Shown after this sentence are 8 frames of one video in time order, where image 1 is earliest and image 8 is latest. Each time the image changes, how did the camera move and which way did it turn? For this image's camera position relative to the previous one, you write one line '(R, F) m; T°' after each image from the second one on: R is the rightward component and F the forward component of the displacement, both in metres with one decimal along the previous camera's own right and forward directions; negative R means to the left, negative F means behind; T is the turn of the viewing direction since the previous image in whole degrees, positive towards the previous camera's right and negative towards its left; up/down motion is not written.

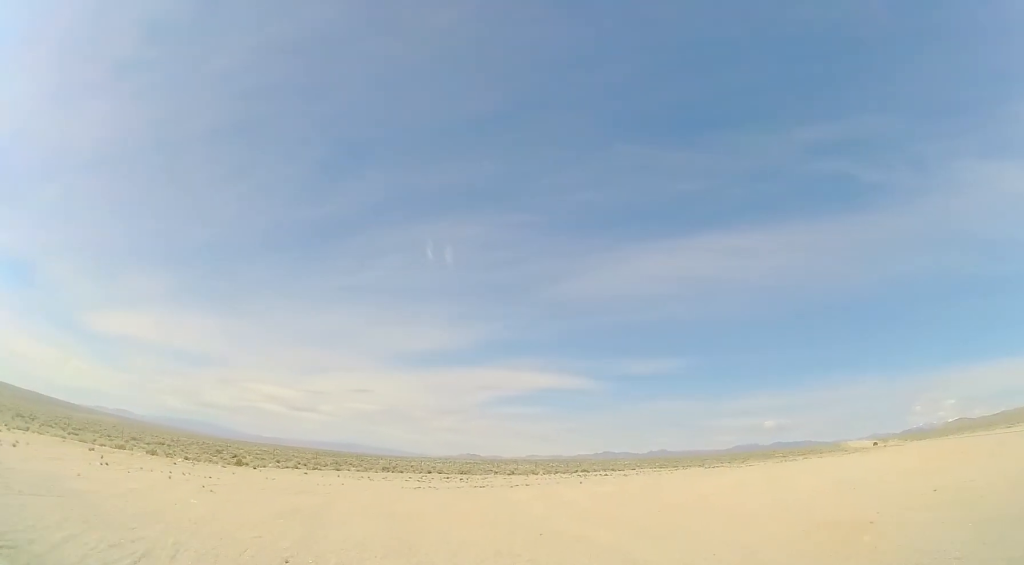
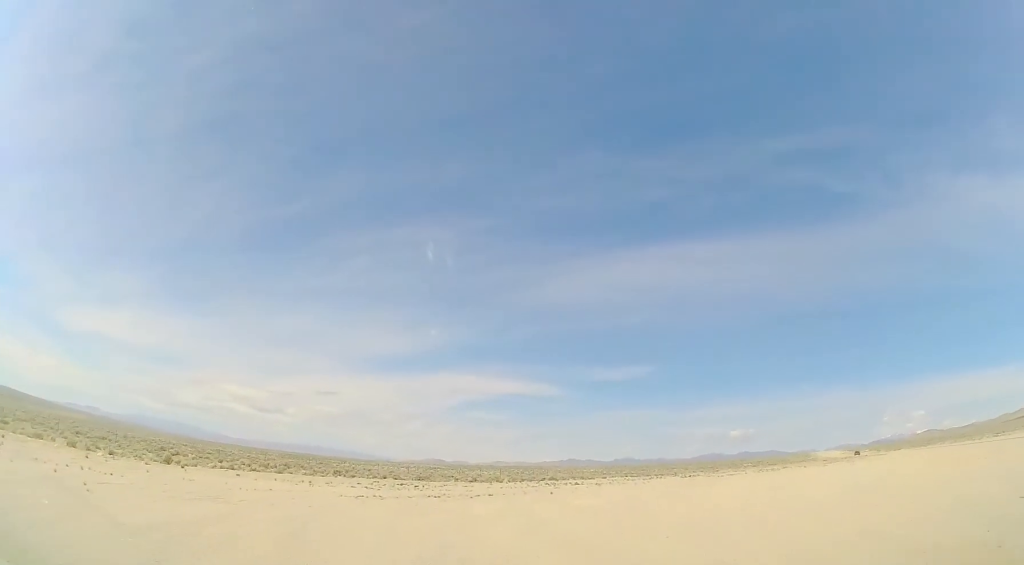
(+0.2, +3.8) m; +1°
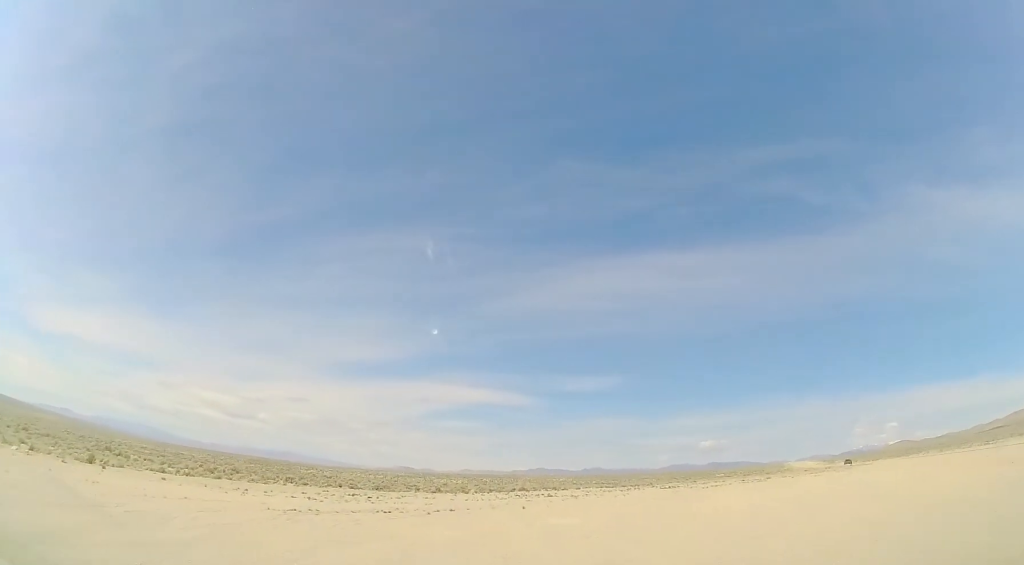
(-0.1, +3.7) m; +1°
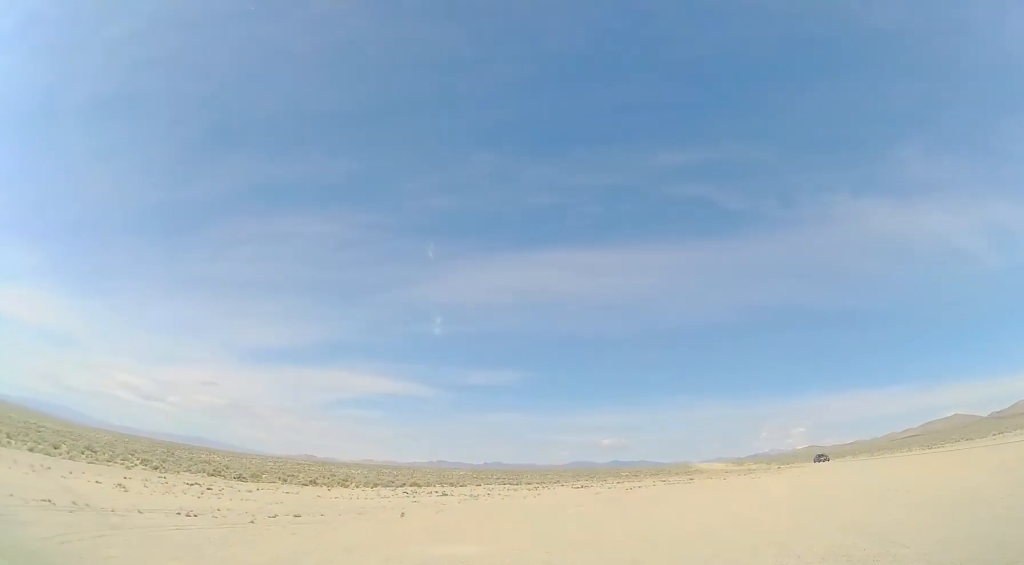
(+0.6, +6.6) m; +17°
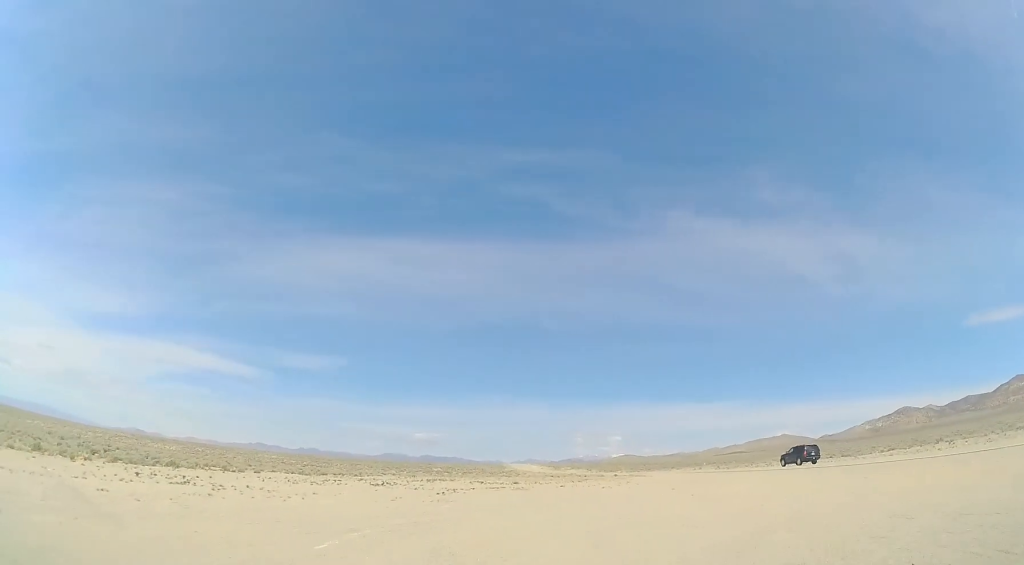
(+1.7, +10.5) m; +14°
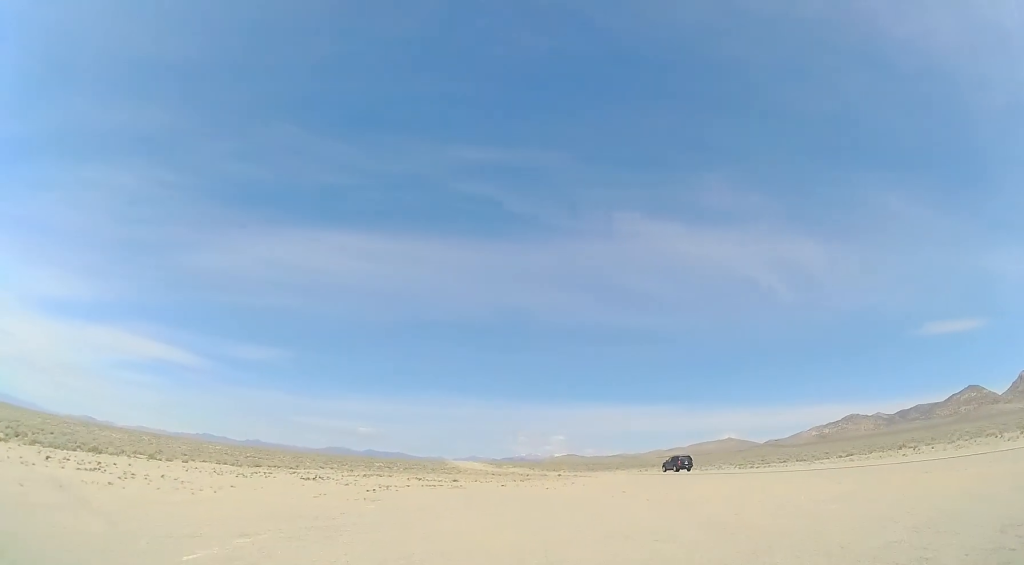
(+0.2, +2.6) m; +5°
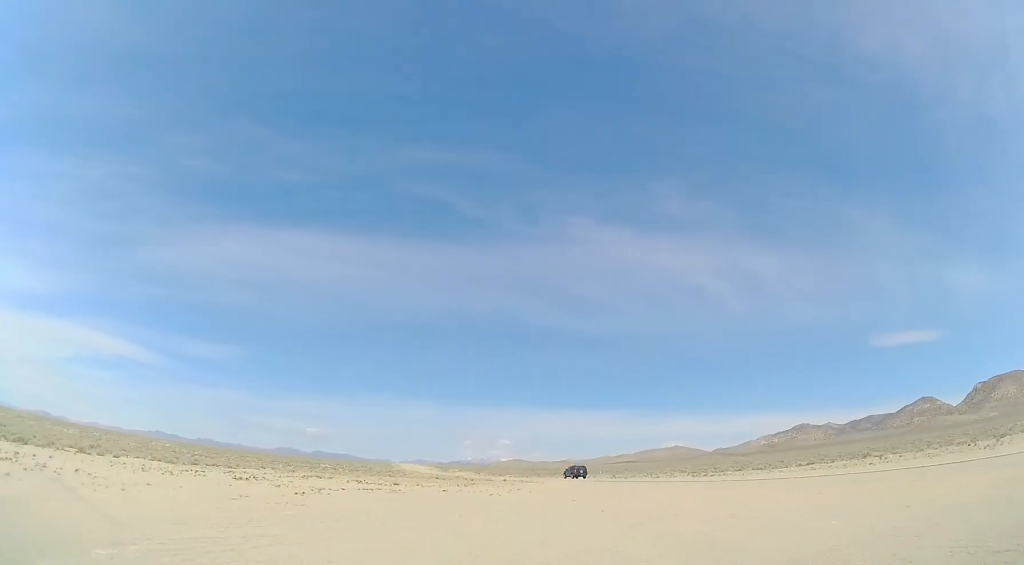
(0.0, +2.6) m; +5°
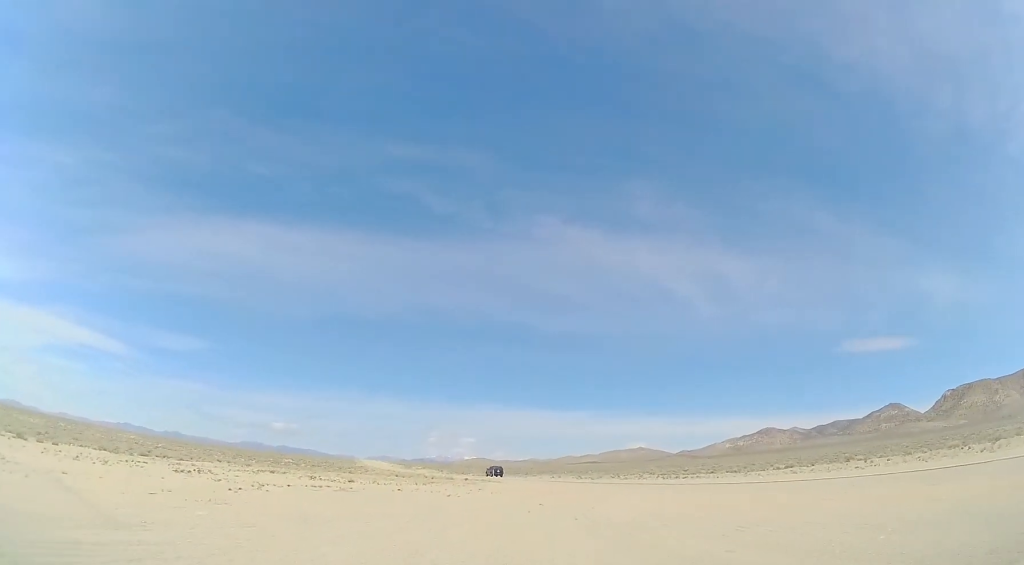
(+0.3, +3.2) m; +3°
